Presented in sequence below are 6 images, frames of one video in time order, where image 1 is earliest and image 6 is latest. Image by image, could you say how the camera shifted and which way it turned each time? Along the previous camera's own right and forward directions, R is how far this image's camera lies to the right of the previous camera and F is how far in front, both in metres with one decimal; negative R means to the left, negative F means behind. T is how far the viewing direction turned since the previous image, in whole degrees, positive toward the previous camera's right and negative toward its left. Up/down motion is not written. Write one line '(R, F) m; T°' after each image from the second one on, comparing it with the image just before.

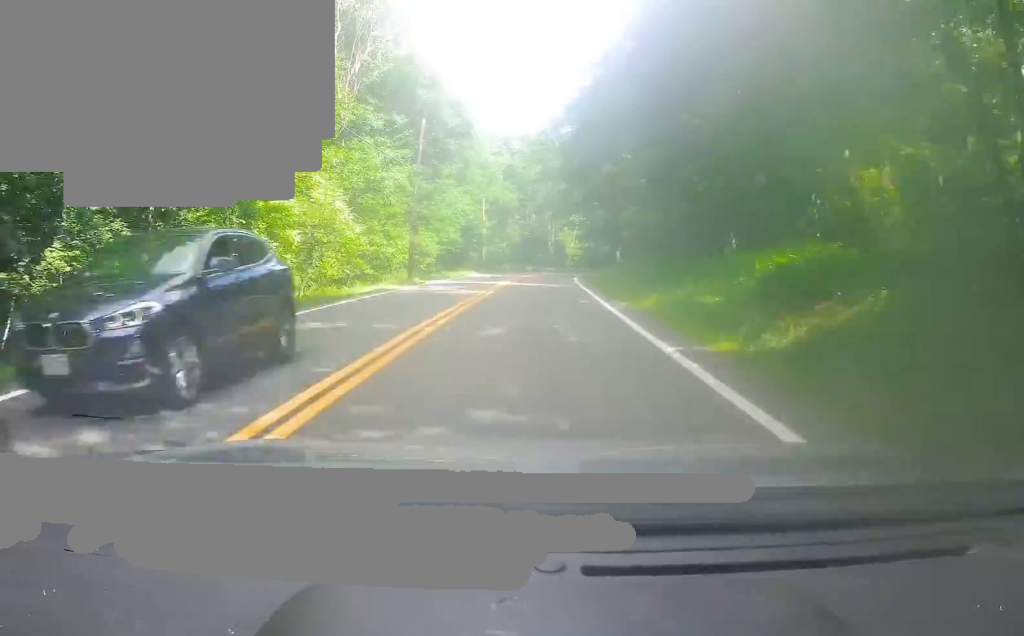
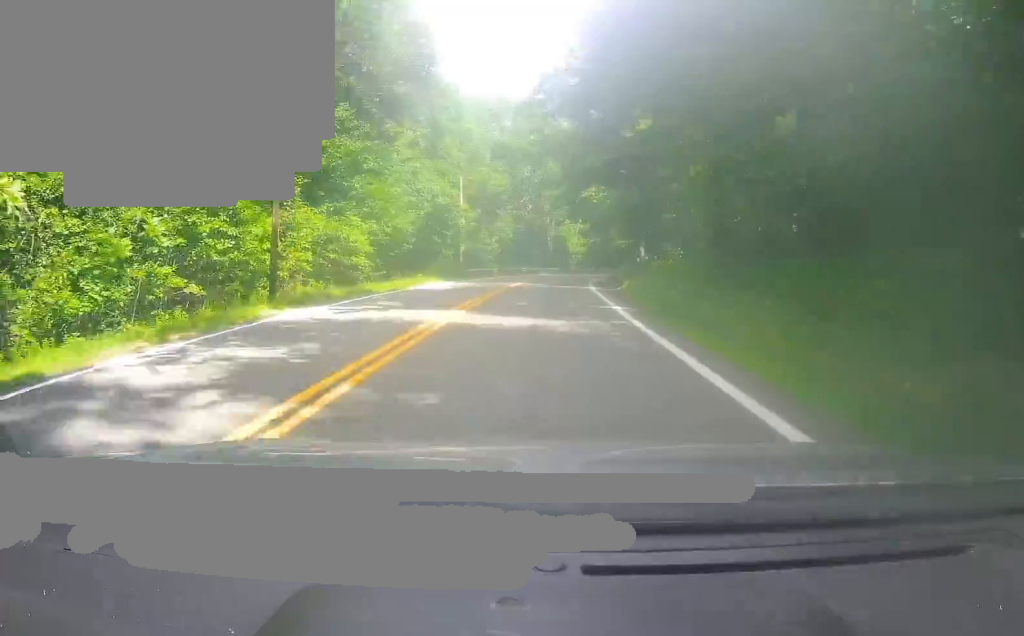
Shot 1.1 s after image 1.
(0.0, +20.5) m; -1°
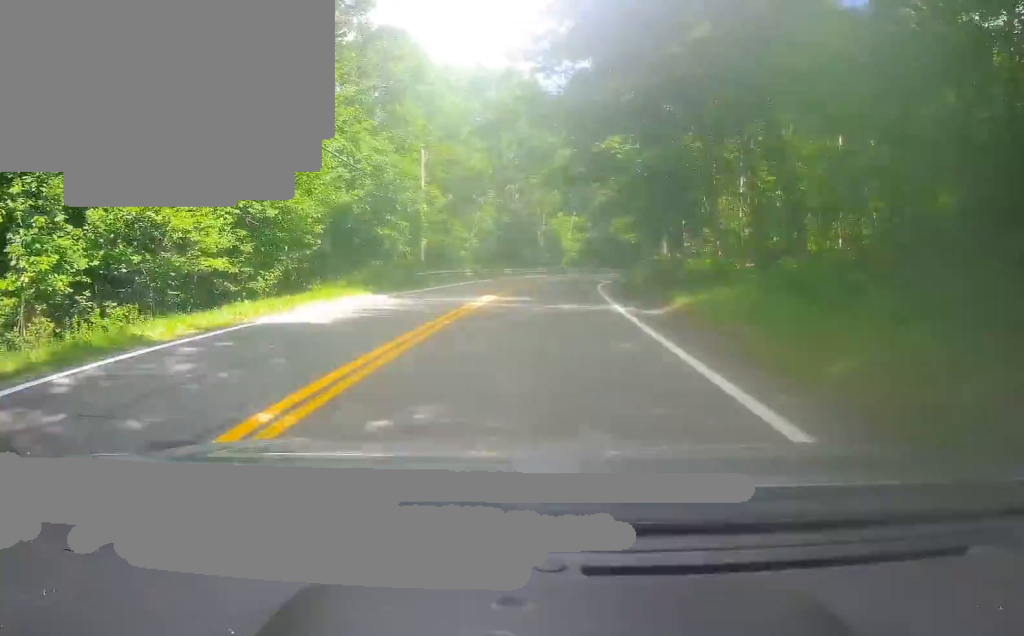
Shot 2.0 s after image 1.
(-0.4, +15.1) m; +1°
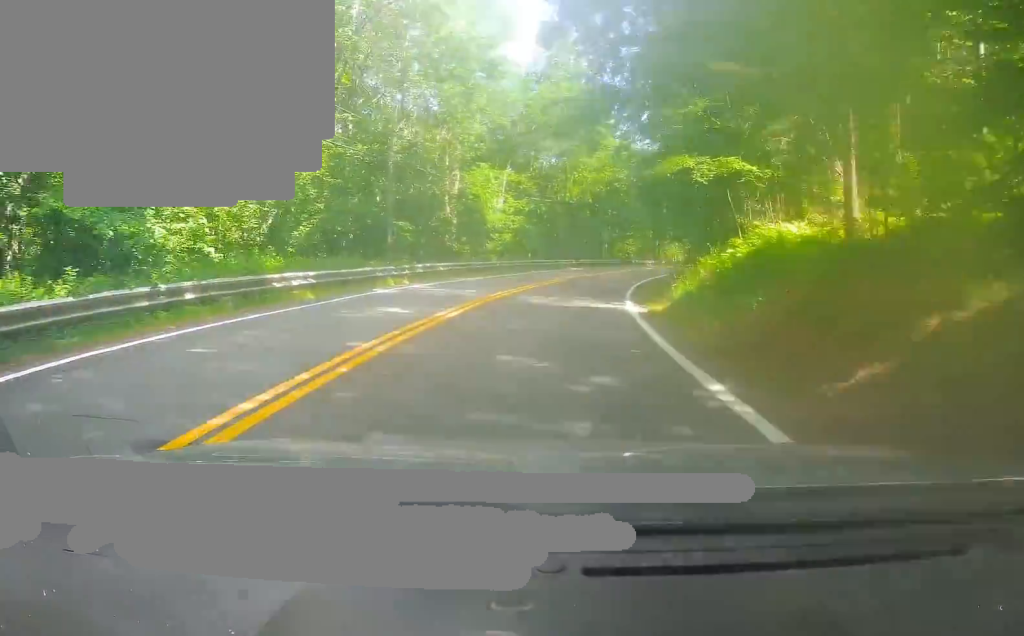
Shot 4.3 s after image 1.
(+3.2, +41.5) m; +7°
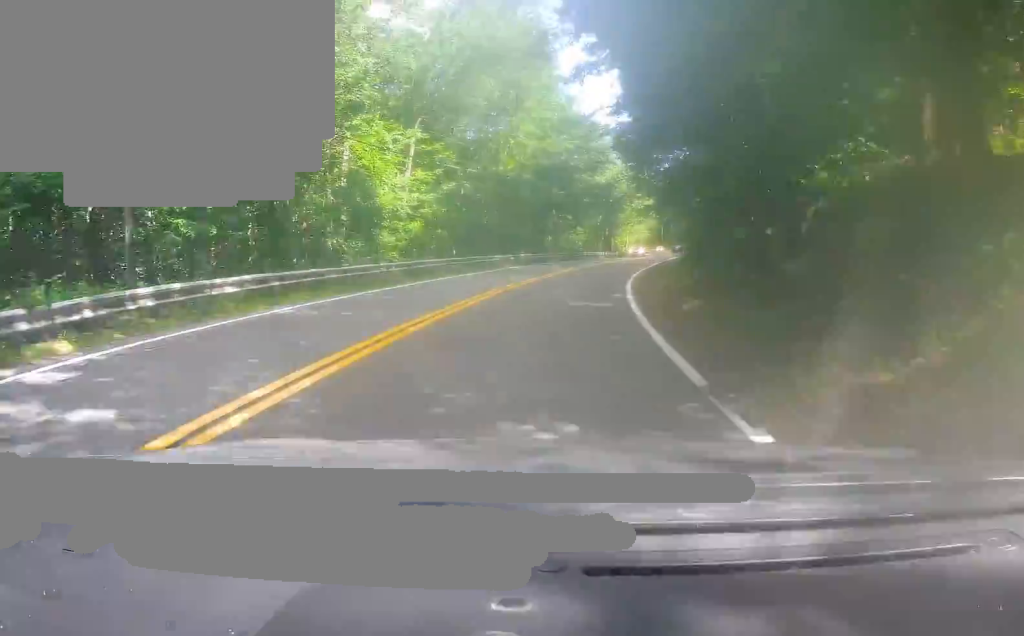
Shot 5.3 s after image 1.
(+0.5, +18.2) m; +4°
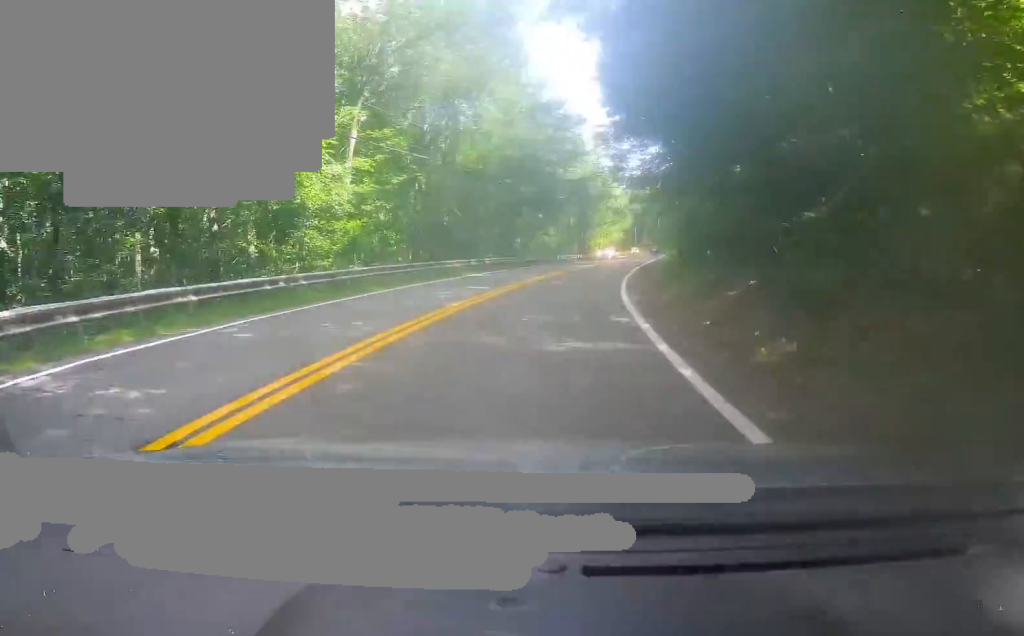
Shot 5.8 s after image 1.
(0.0, +7.7) m; +2°
